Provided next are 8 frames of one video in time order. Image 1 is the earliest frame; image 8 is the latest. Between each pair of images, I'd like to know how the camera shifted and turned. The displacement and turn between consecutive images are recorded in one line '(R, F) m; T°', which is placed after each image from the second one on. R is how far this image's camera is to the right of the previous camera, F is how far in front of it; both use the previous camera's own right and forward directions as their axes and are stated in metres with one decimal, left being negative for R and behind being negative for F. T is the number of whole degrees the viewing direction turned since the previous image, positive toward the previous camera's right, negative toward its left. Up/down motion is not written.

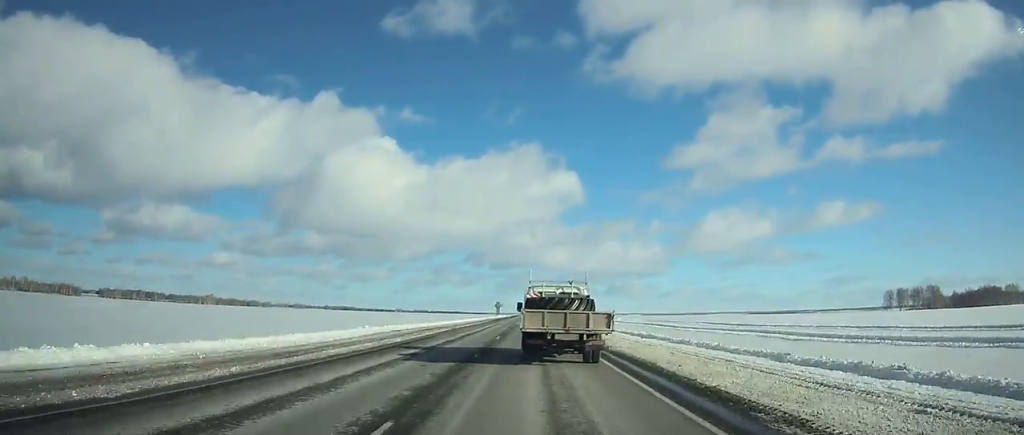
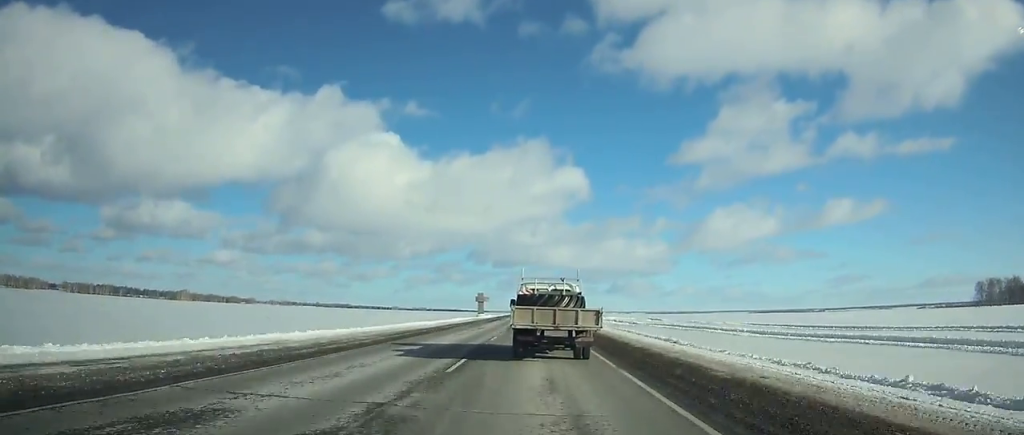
(-0.1, +98.7) m; 0°
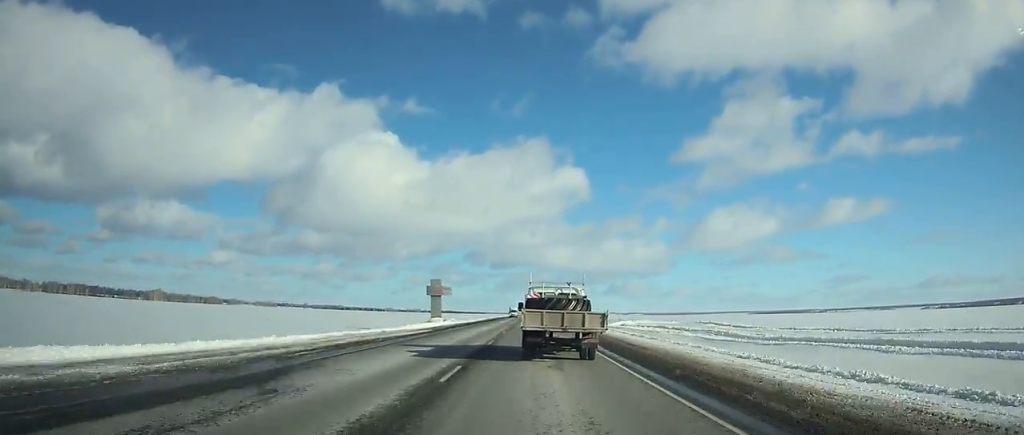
(+0.1, +76.5) m; 0°
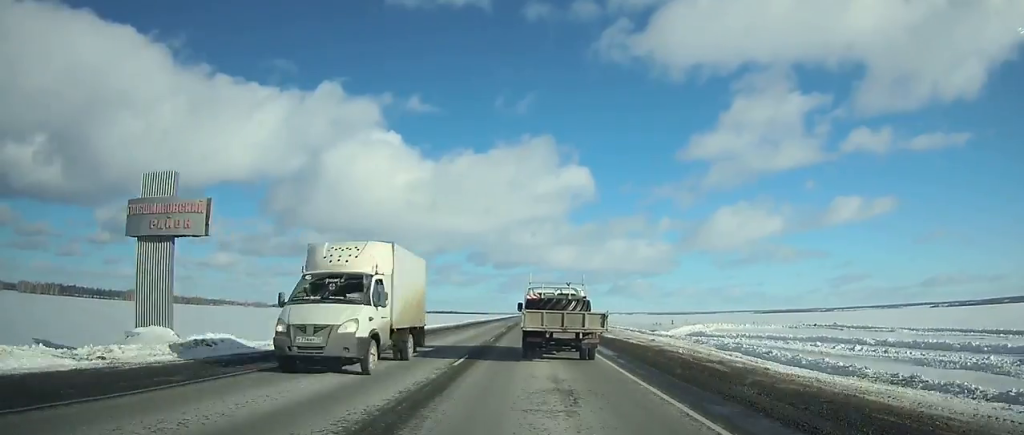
(+0.1, +71.8) m; 0°
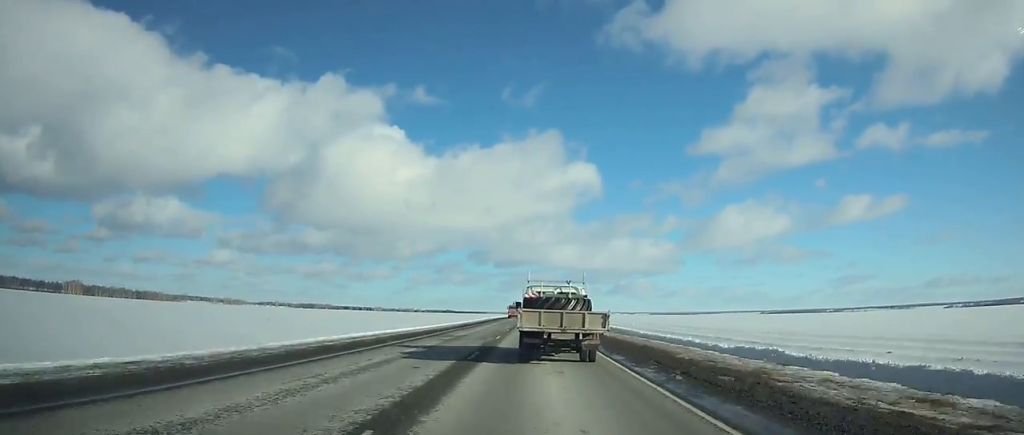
(-0.2, +147.7) m; -1°
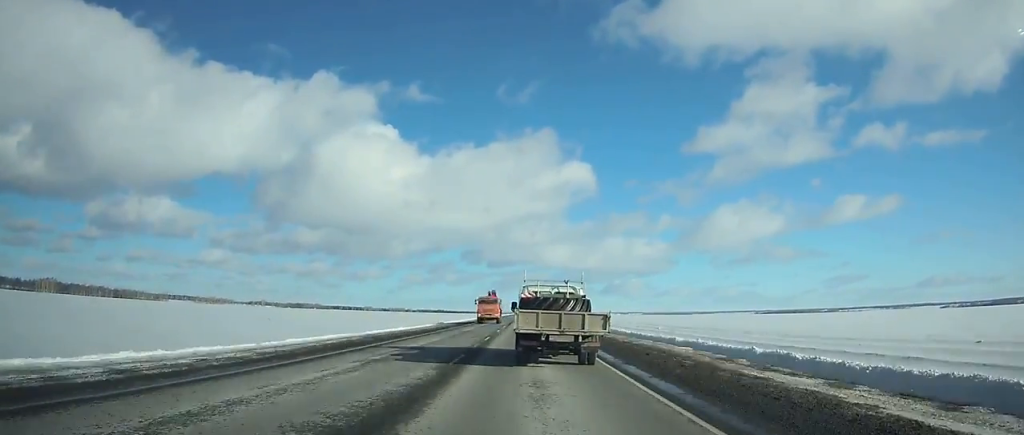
(+0.2, +39.4) m; 0°
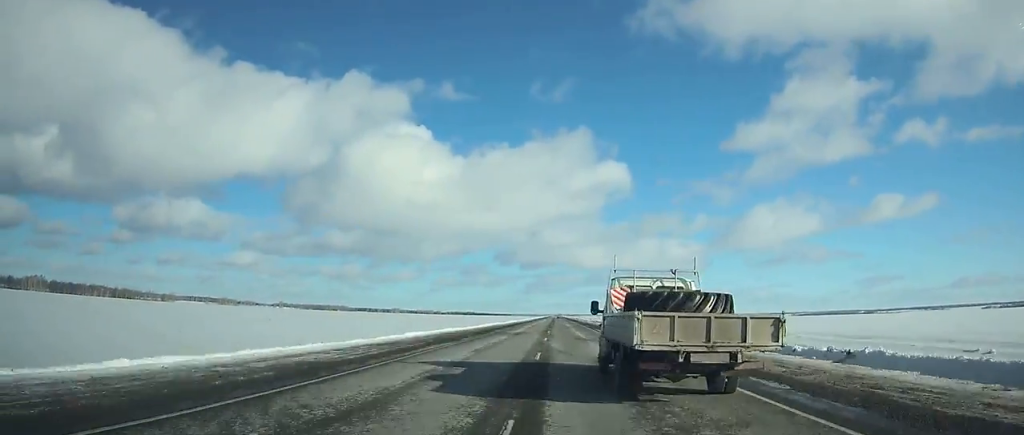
(-0.7, +84.3) m; 0°
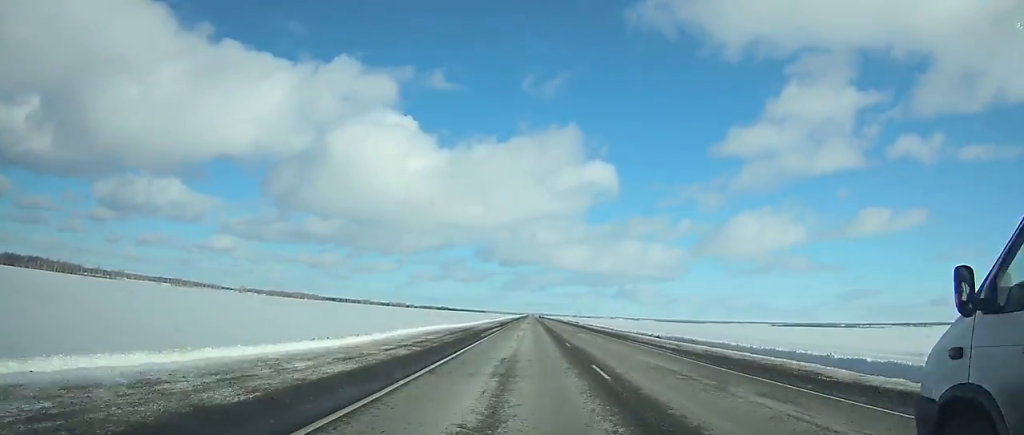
(+0.3, +81.7) m; +1°
